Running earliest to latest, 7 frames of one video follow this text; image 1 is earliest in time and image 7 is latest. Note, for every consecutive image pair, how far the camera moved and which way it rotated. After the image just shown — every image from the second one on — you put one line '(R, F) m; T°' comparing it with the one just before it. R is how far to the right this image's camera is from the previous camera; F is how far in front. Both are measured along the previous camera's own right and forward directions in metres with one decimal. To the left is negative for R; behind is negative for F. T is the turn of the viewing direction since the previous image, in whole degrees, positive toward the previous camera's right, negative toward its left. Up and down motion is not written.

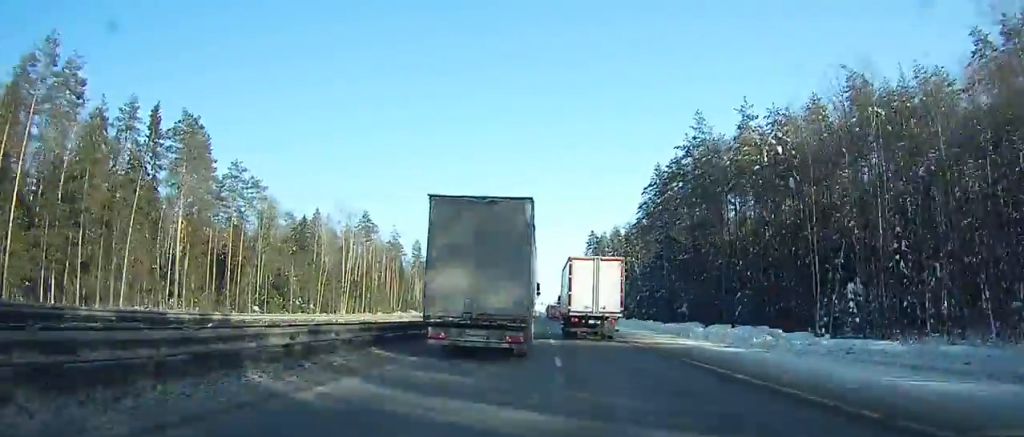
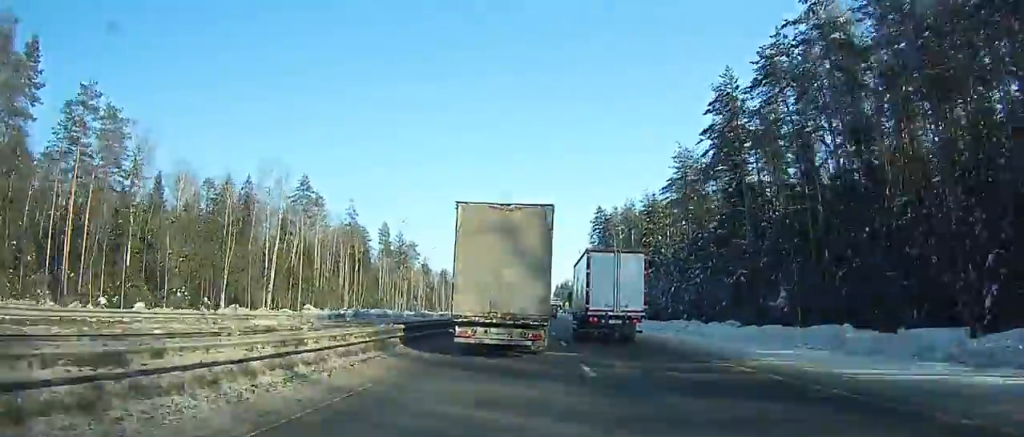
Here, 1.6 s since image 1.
(0.0, +39.3) m; 0°
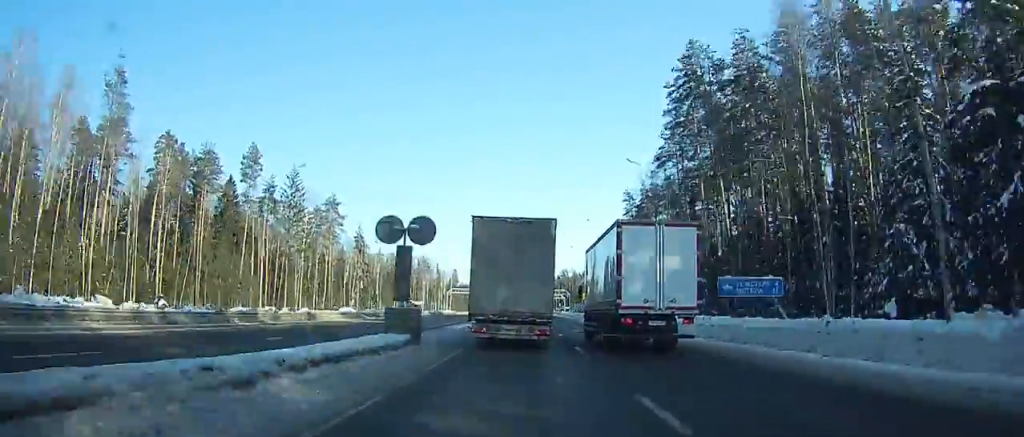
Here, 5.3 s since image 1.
(+0.5, +90.5) m; 0°
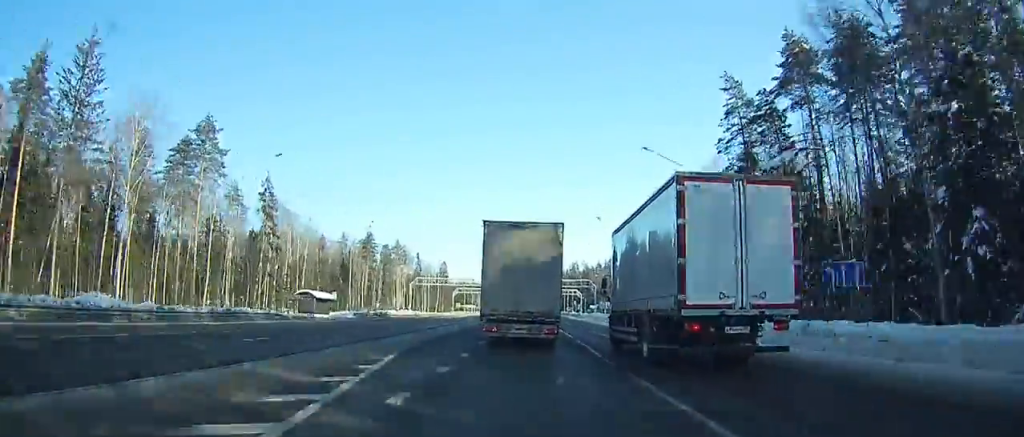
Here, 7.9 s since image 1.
(0.0, +63.8) m; 0°
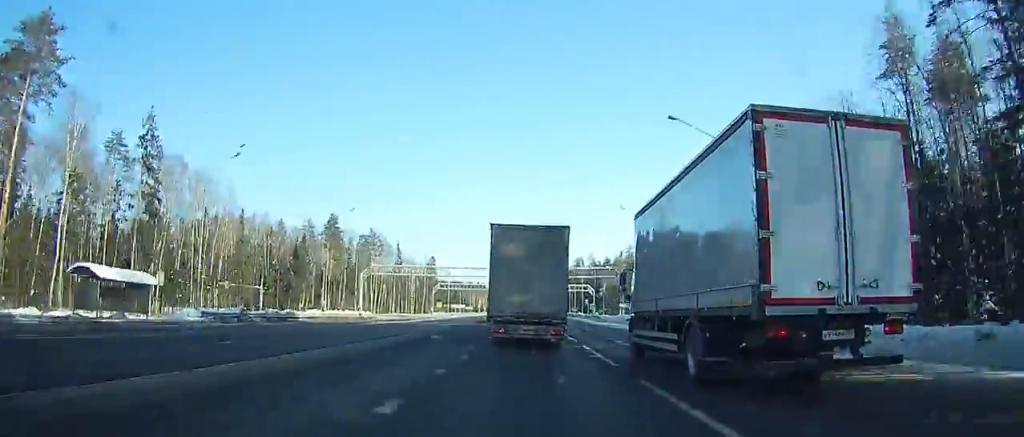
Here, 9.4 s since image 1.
(0.0, +37.0) m; 0°
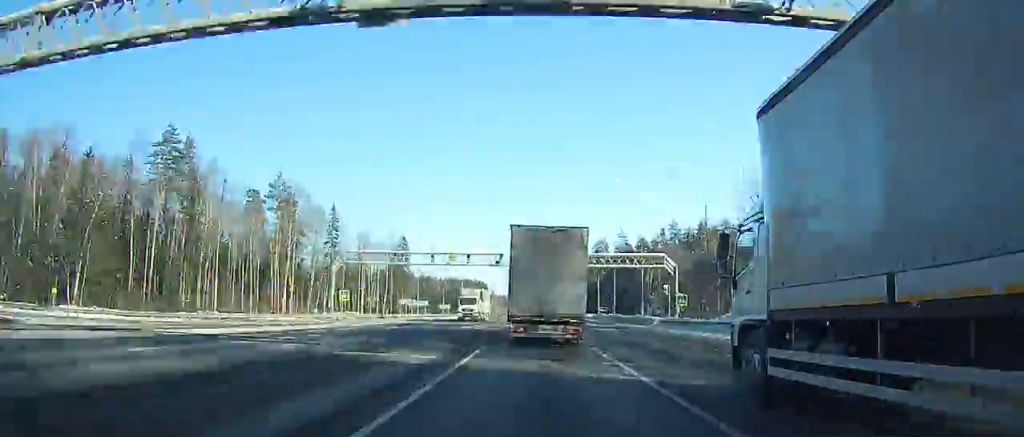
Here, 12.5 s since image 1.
(+0.1, +77.1) m; 0°
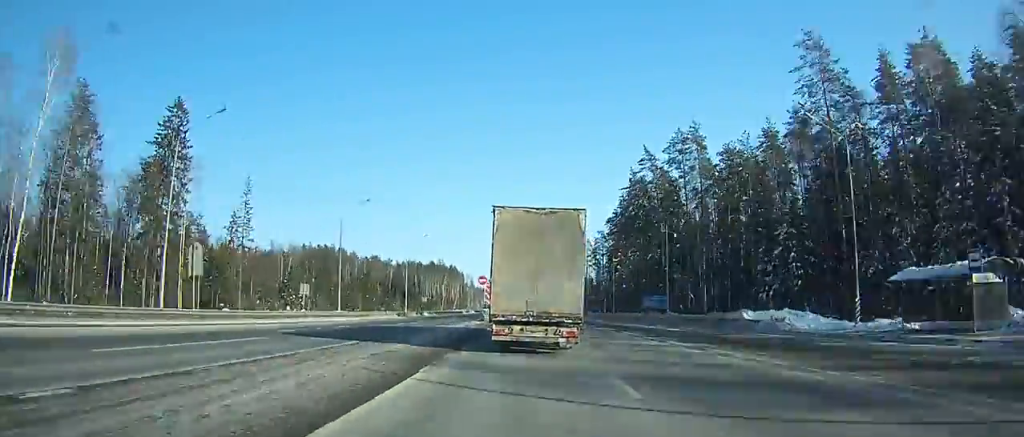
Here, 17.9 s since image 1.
(-0.1, +136.0) m; 0°
